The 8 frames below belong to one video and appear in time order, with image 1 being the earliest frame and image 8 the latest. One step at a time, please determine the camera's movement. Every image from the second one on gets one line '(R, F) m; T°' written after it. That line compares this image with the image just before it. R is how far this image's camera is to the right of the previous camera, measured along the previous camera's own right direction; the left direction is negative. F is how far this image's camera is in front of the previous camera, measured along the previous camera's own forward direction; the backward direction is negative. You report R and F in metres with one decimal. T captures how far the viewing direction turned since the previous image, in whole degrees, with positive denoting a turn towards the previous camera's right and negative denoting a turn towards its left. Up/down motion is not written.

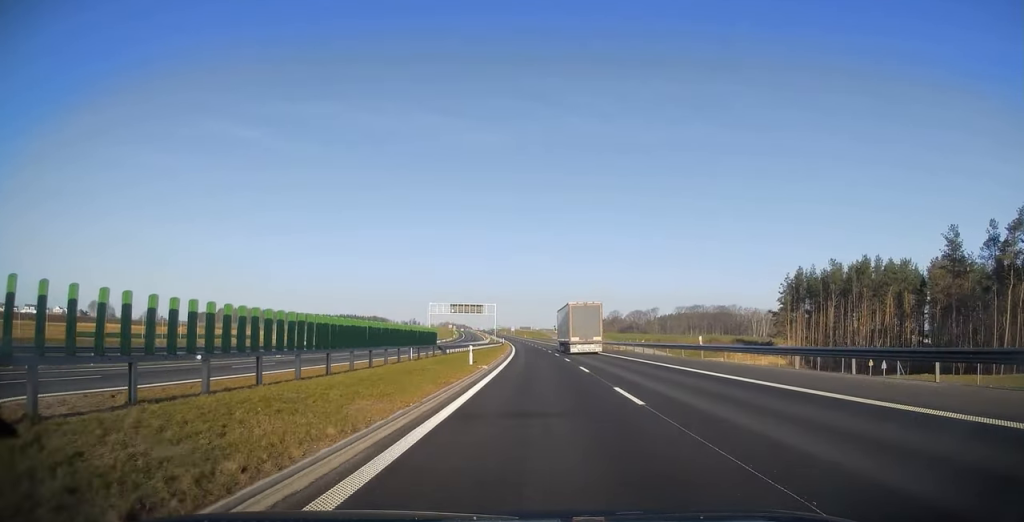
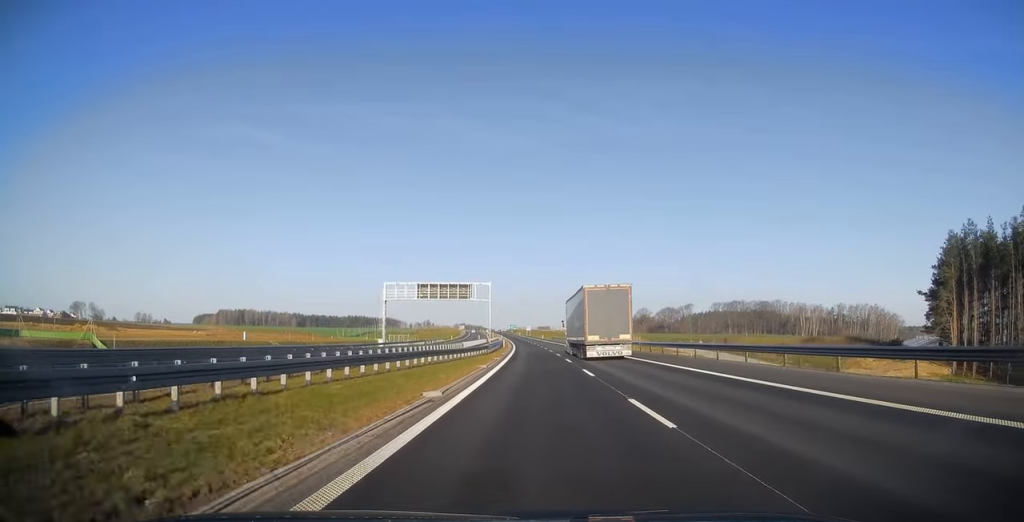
(-1.0, +51.1) m; -2°
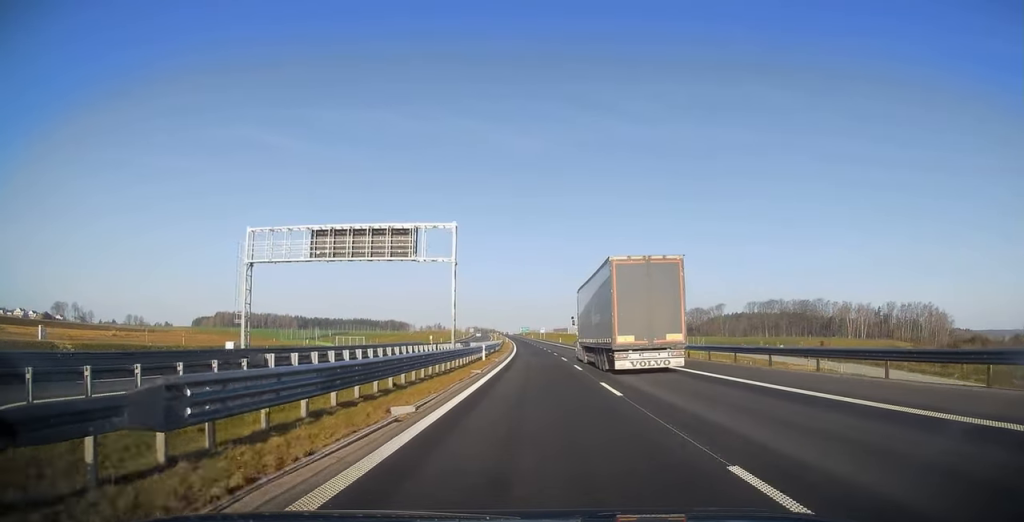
(-0.6, +42.6) m; -2°
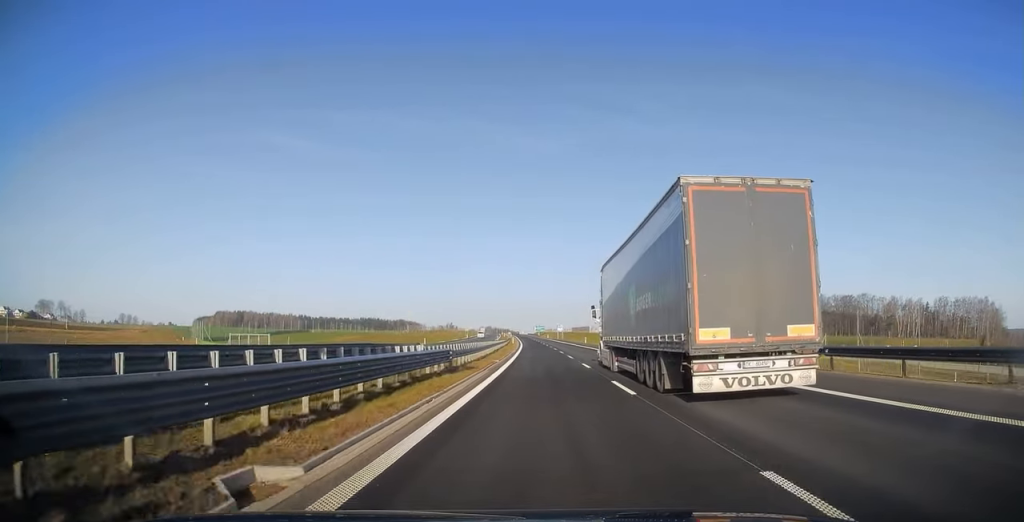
(-0.4, +36.2) m; -1°
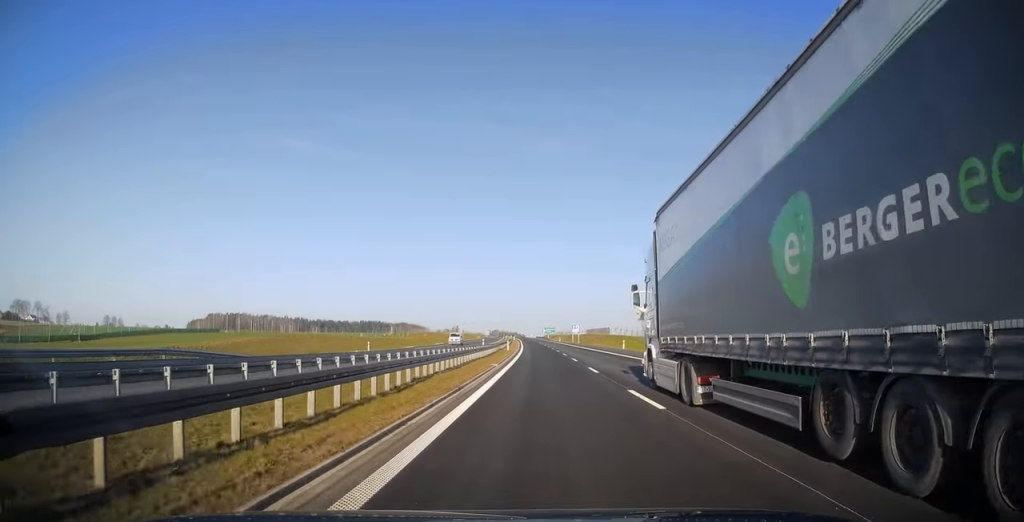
(-0.2, +38.4) m; -1°
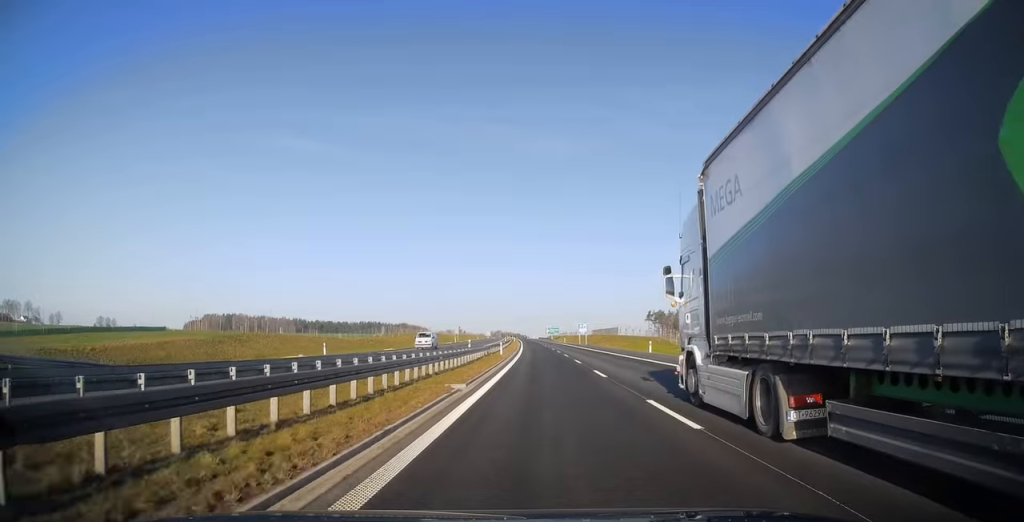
(-0.1, +14.5) m; 0°
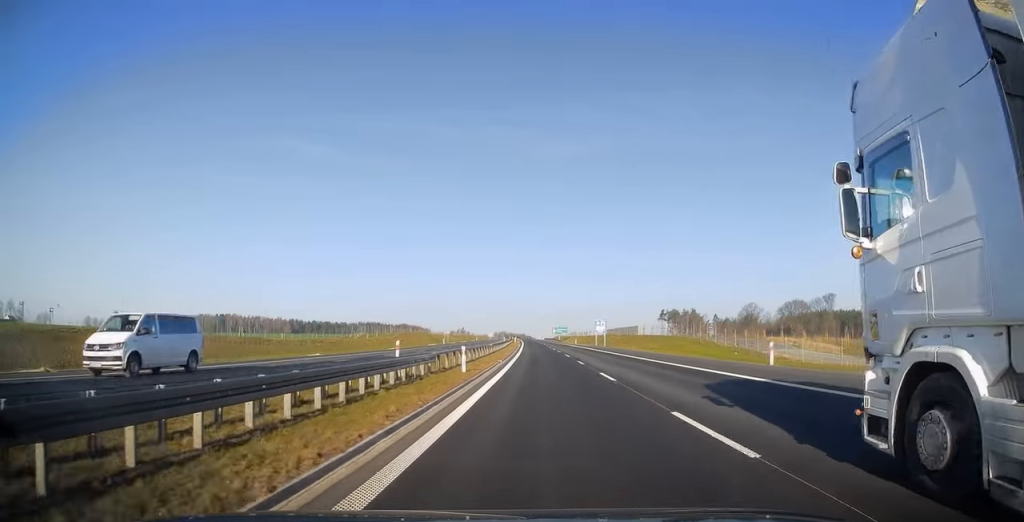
(-0.1, +26.1) m; 0°
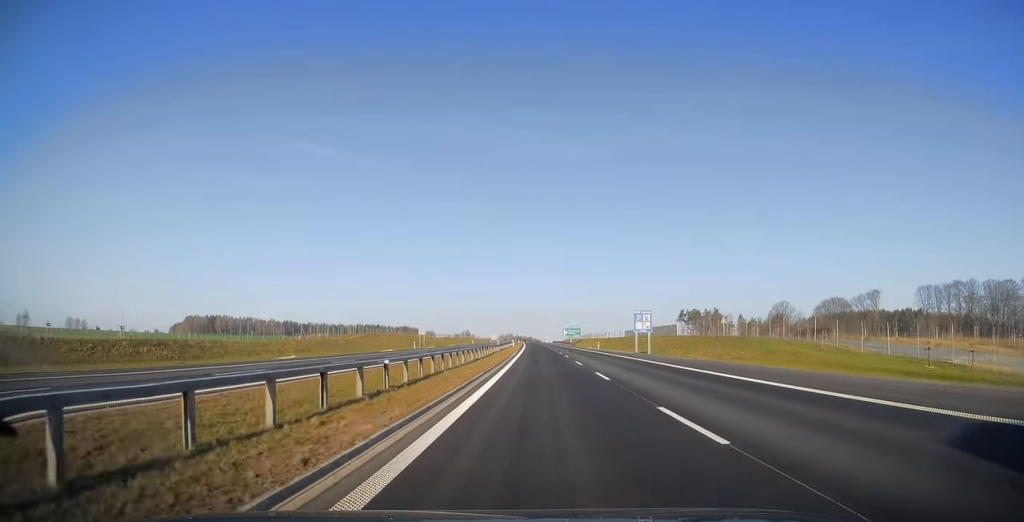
(0.0, +34.9) m; 0°
